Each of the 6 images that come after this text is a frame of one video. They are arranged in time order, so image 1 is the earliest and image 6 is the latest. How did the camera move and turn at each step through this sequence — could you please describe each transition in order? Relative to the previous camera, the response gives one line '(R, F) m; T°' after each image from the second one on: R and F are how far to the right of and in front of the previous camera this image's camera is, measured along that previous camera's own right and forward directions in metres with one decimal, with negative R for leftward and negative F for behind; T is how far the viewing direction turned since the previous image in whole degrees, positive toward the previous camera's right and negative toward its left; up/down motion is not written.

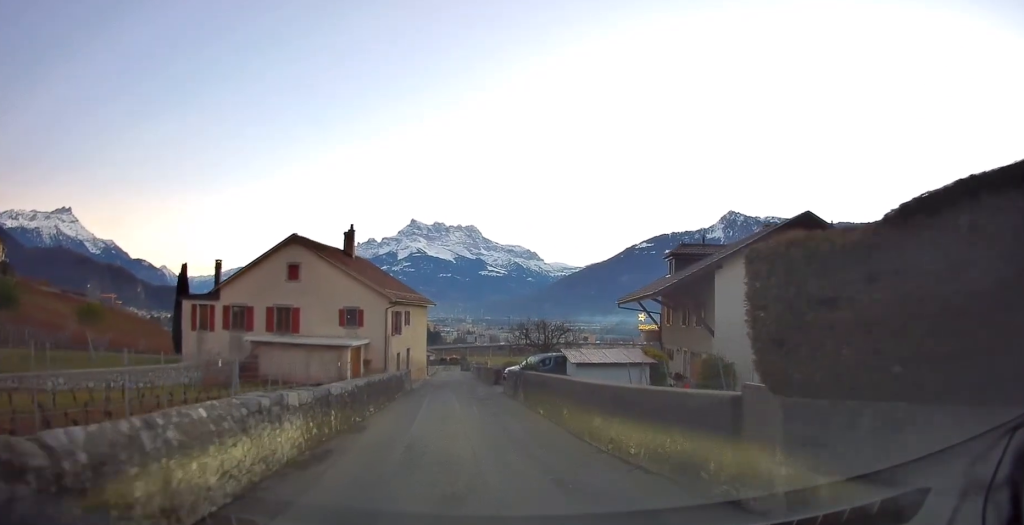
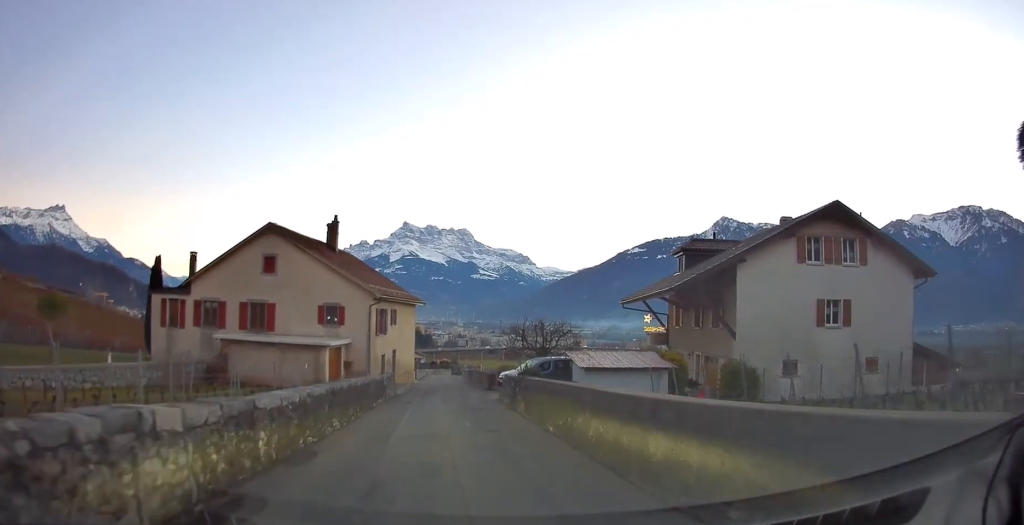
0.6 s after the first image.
(+0.1, +3.1) m; +1°
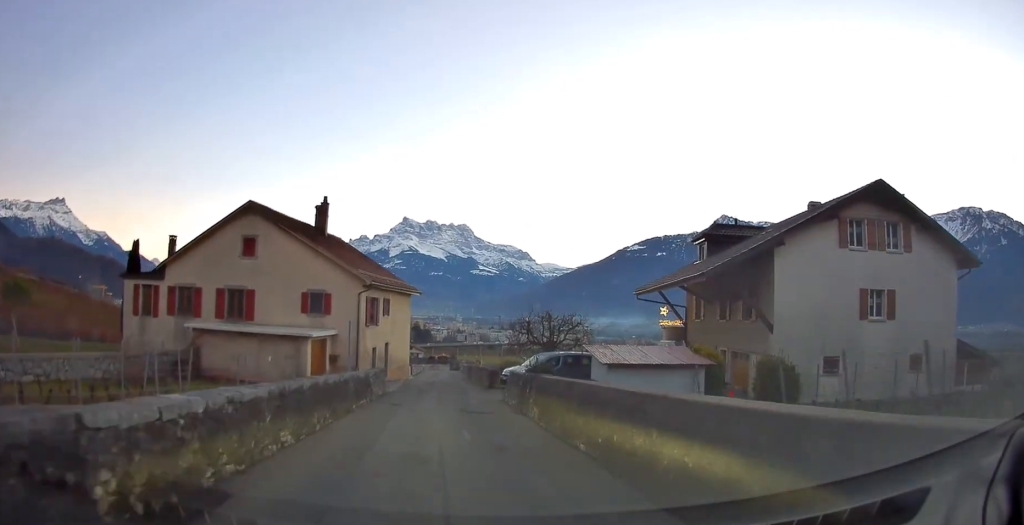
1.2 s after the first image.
(0.0, +3.2) m; +1°
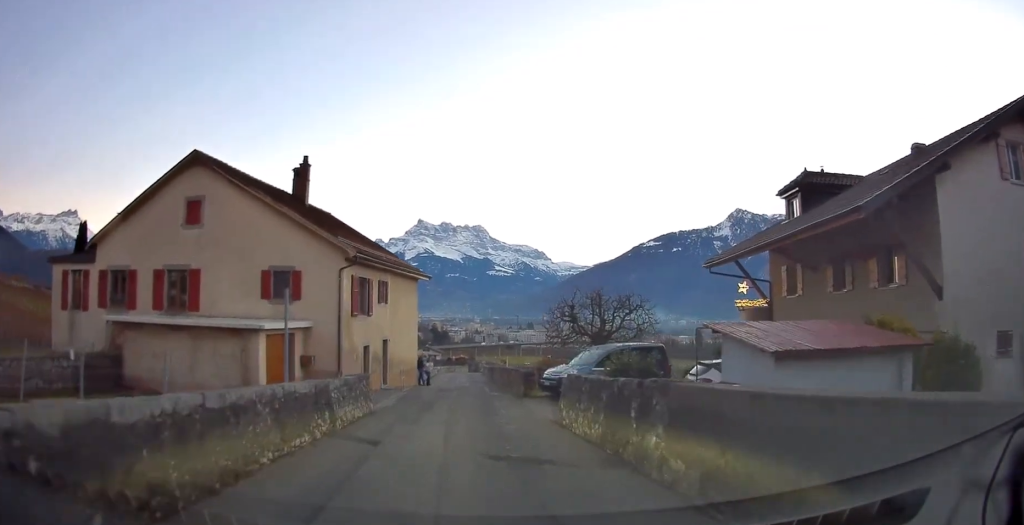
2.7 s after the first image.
(0.0, +7.7) m; -2°
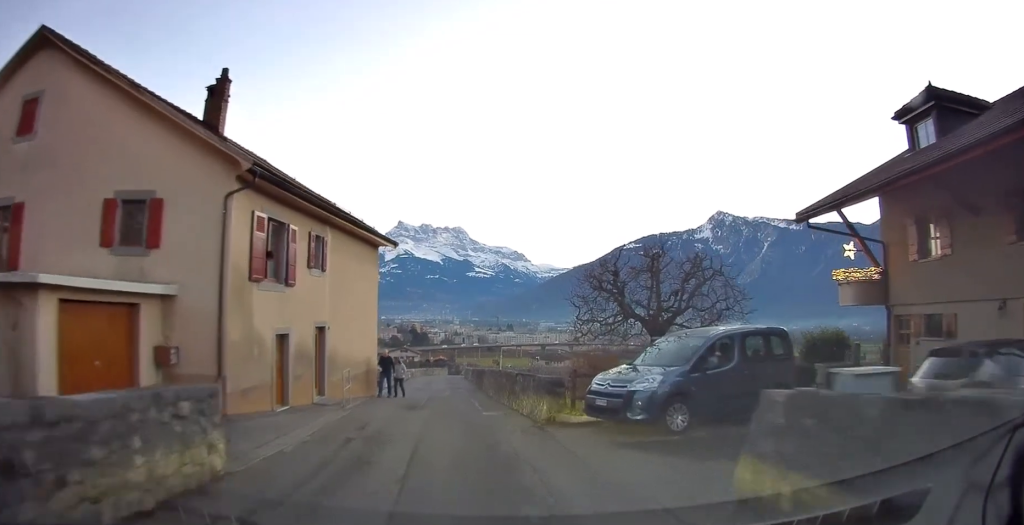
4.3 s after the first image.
(-0.2, +8.9) m; 0°
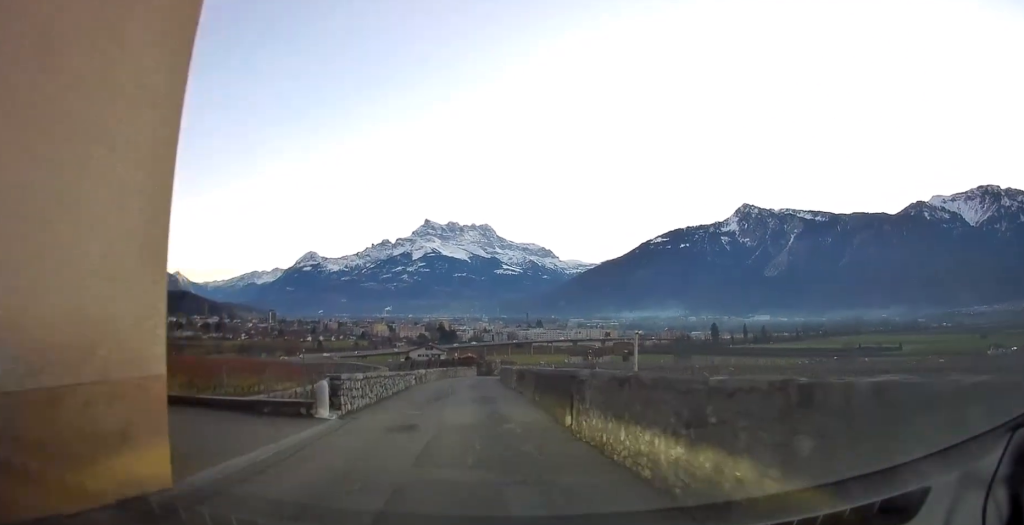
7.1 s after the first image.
(+0.5, +17.3) m; 0°
